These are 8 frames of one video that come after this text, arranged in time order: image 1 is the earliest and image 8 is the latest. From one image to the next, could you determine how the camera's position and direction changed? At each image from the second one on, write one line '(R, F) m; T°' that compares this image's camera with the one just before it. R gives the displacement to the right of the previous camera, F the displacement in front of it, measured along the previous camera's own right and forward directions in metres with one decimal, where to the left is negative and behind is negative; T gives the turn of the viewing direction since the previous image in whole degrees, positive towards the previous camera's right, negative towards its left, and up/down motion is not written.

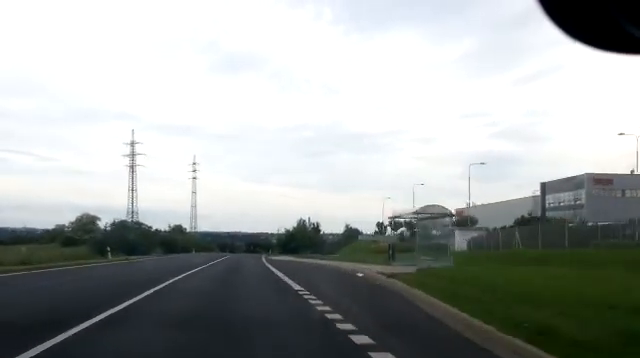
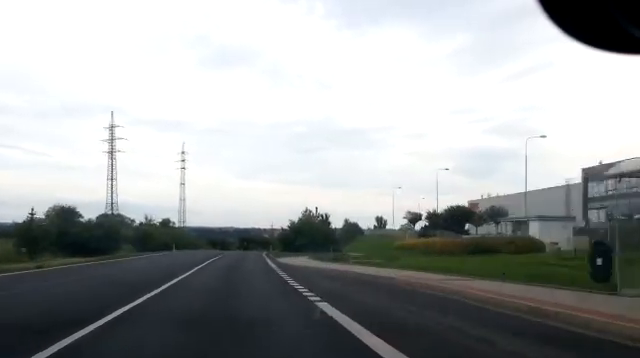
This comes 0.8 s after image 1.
(+0.1, +15.6) m; 0°
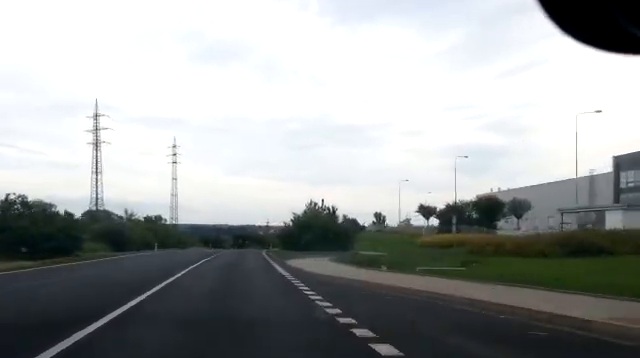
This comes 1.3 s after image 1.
(-0.1, +9.4) m; 0°
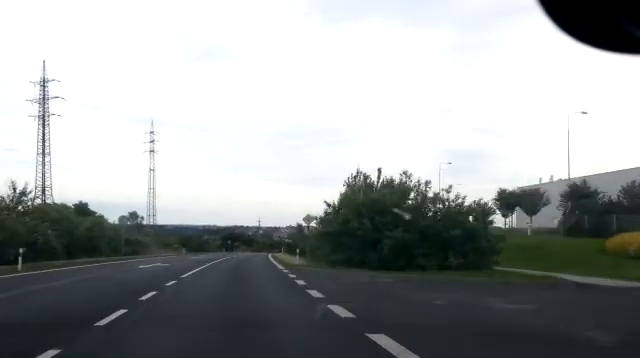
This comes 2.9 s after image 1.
(+0.4, +28.7) m; +2°
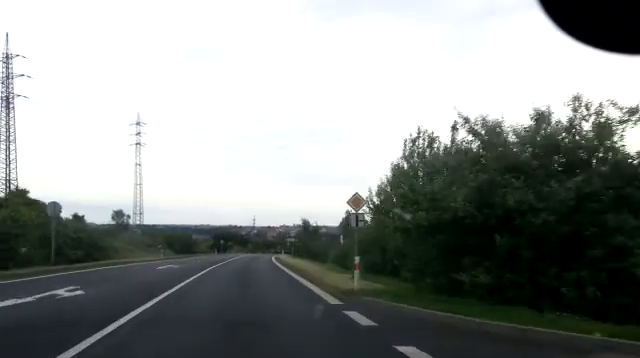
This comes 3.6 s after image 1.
(+0.2, +12.7) m; +1°
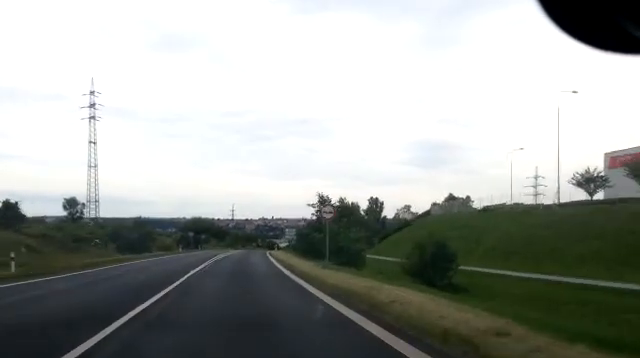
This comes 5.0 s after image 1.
(0.0, +26.2) m; +1°
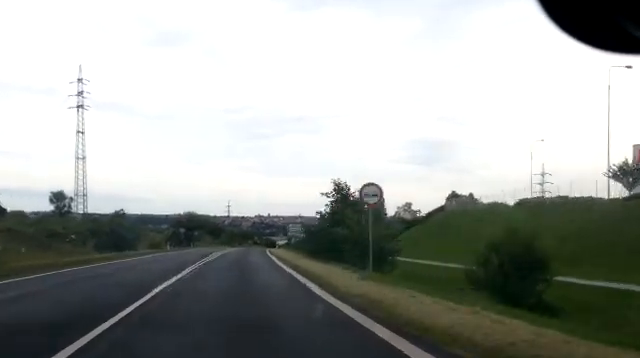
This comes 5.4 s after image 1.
(-0.1, +7.4) m; +1°
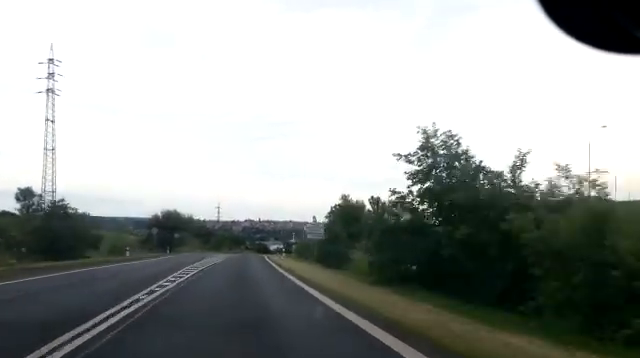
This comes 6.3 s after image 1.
(+0.3, +16.8) m; +2°
